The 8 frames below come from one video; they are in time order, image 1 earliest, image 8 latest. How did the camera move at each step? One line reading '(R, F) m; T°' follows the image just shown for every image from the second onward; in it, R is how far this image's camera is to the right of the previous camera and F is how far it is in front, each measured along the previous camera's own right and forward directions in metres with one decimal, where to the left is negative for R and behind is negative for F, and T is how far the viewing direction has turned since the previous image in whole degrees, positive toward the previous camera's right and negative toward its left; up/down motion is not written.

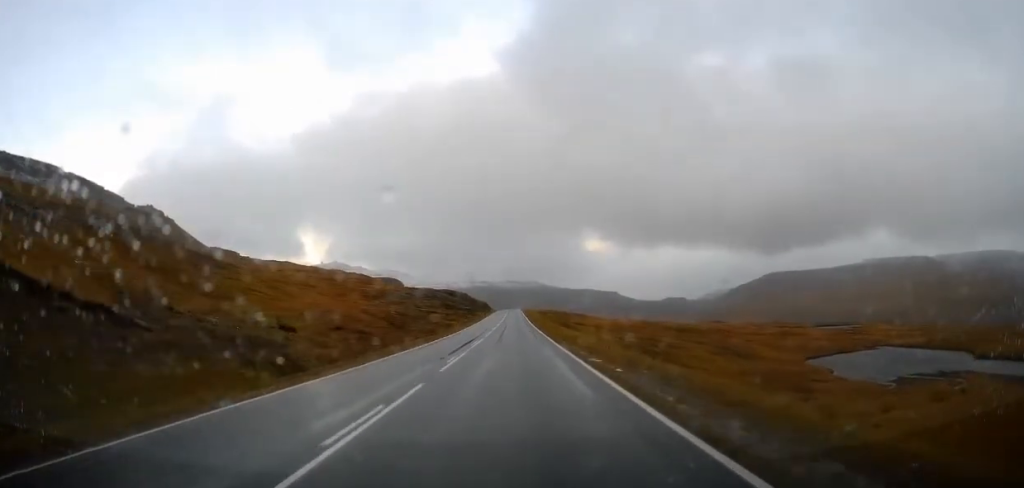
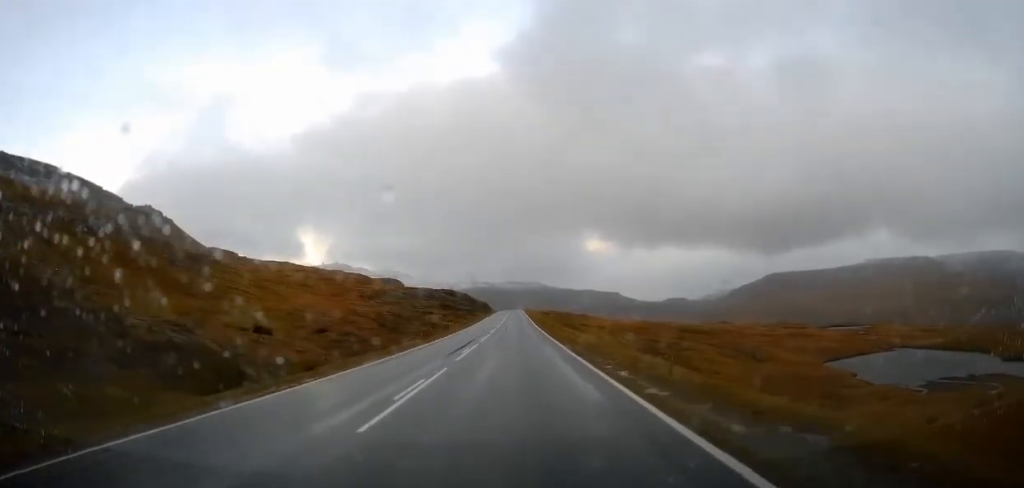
(+0.2, +8.4) m; -1°
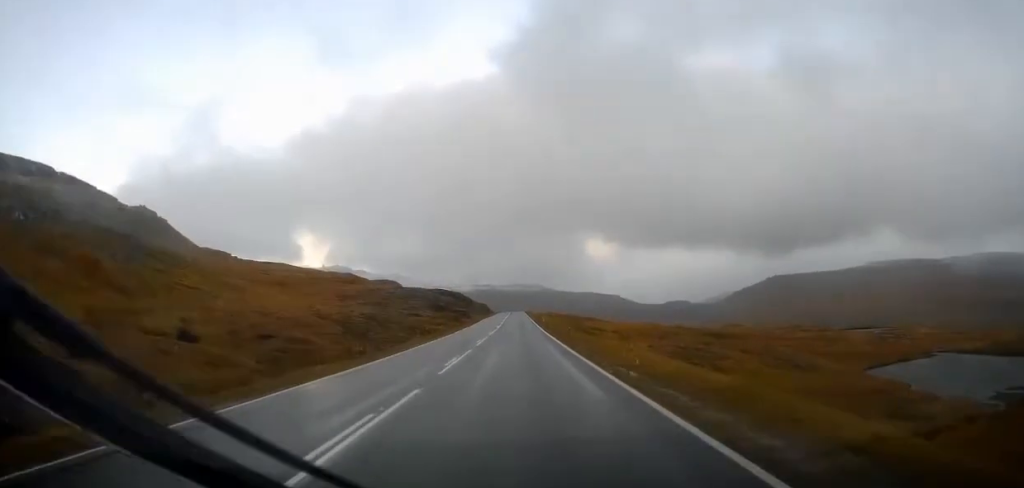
(-0.2, +17.0) m; -1°
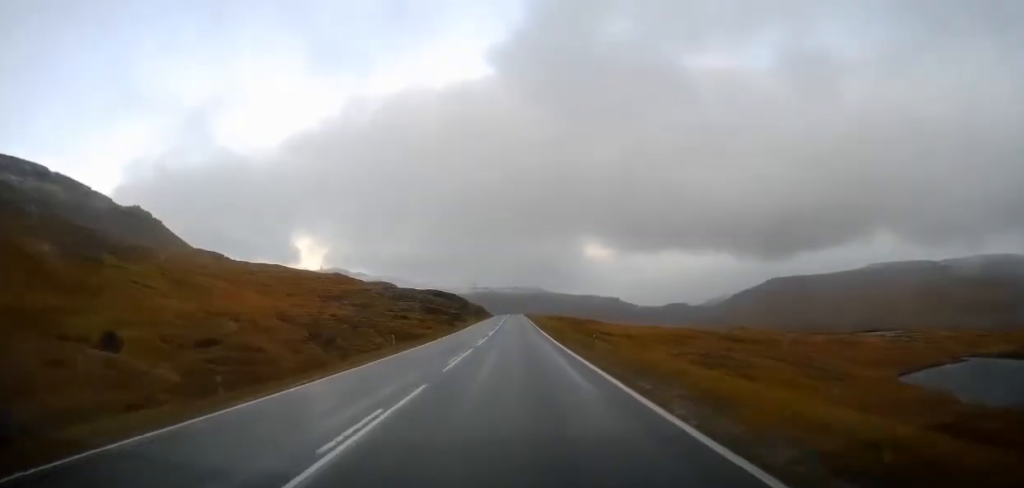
(-0.2, +11.2) m; 0°
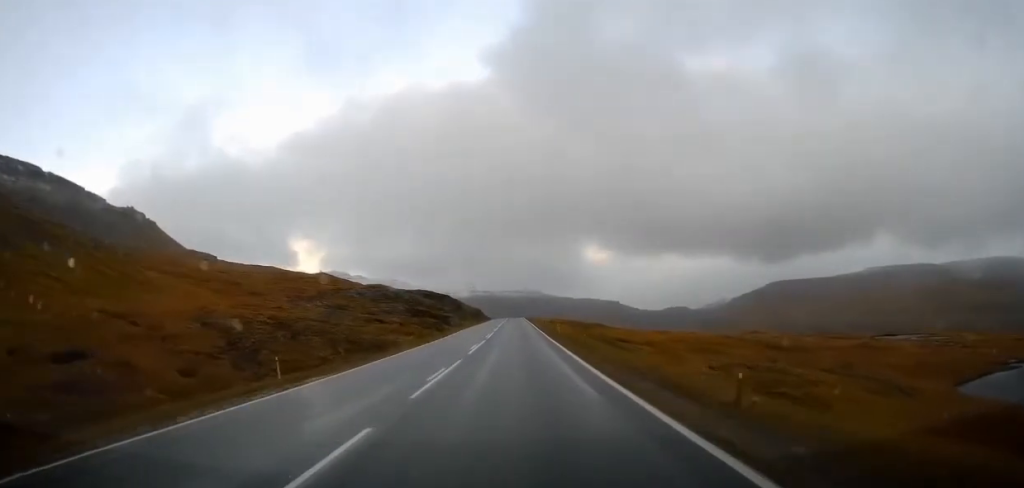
(+0.3, +16.4) m; +1°
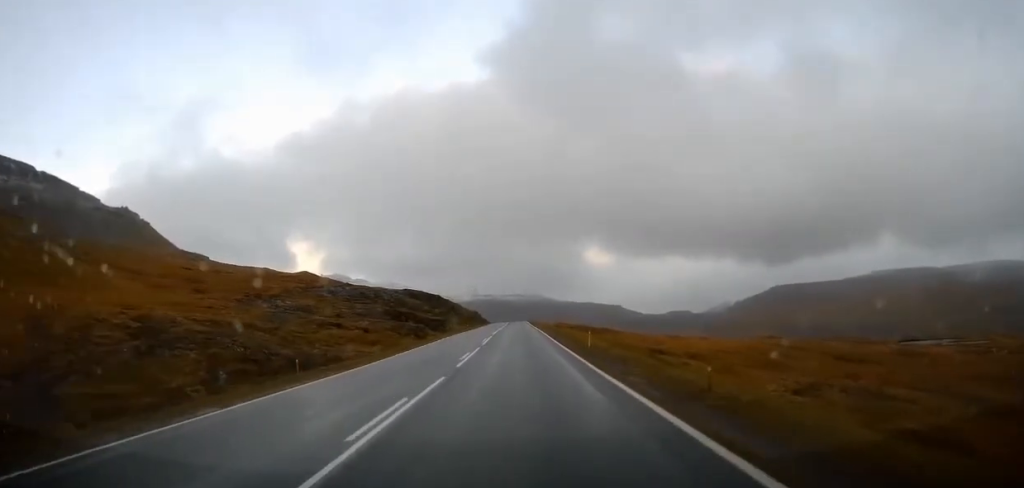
(-0.1, +18.4) m; 0°
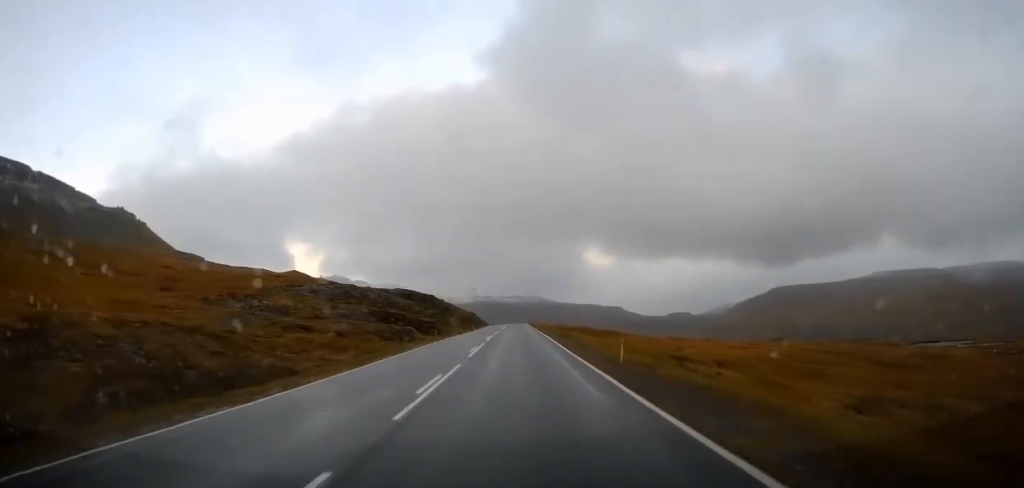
(+0.2, +8.4) m; 0°
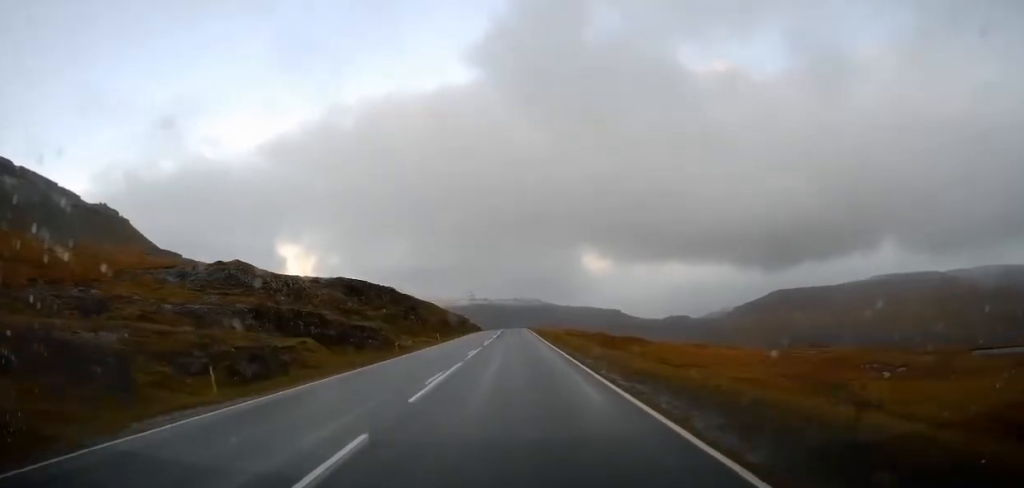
(+0.1, +35.7) m; +1°
